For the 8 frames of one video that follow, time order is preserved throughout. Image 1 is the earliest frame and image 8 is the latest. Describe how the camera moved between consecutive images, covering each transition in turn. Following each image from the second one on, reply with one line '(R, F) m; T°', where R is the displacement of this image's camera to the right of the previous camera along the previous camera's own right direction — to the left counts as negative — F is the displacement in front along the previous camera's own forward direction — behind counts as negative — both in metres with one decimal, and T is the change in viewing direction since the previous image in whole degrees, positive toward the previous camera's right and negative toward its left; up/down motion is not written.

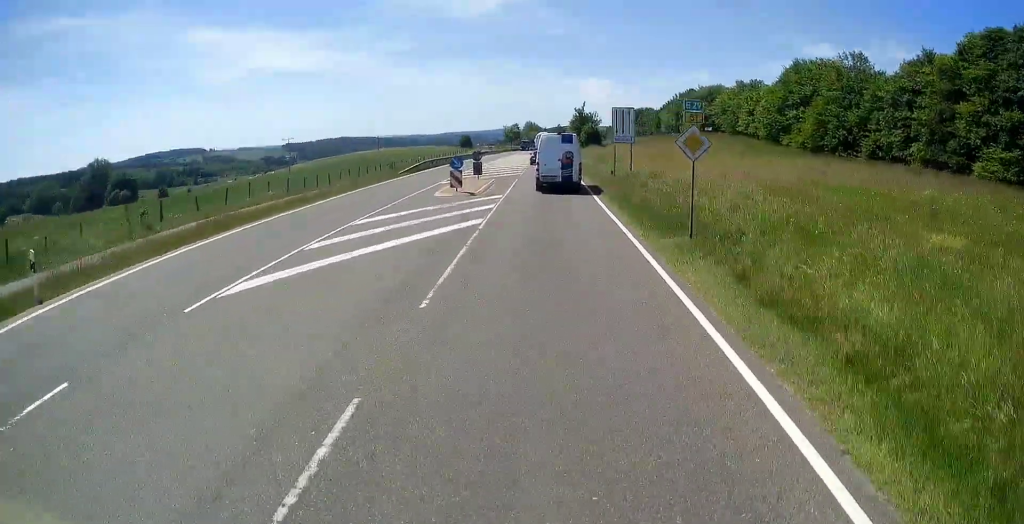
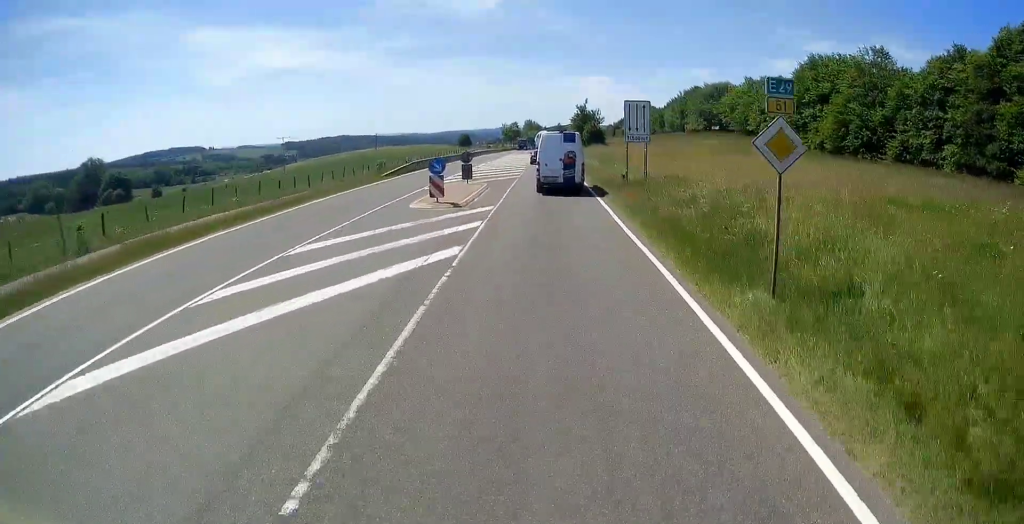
(0.0, +5.2) m; 0°
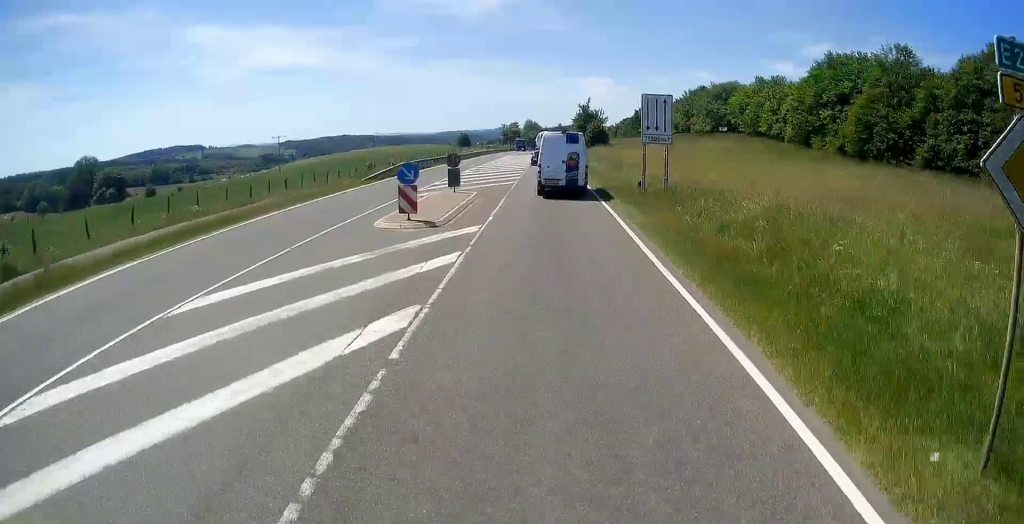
(0.0, +5.0) m; 0°
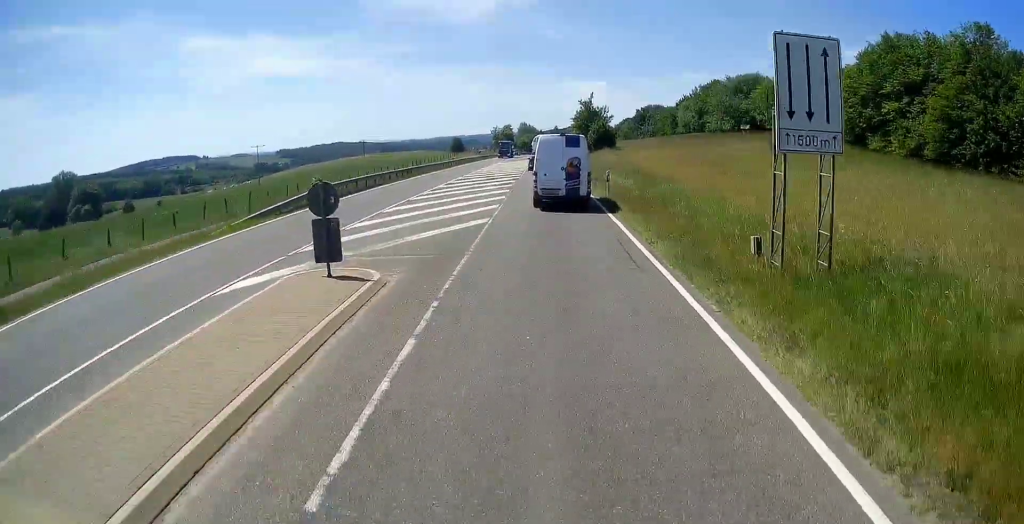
(0.0, +15.6) m; 0°
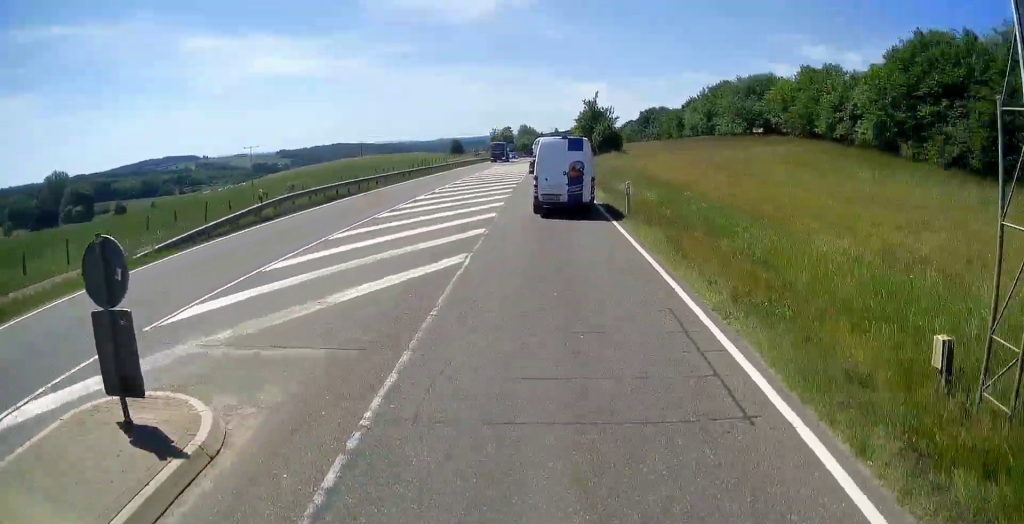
(0.0, +6.1) m; 0°
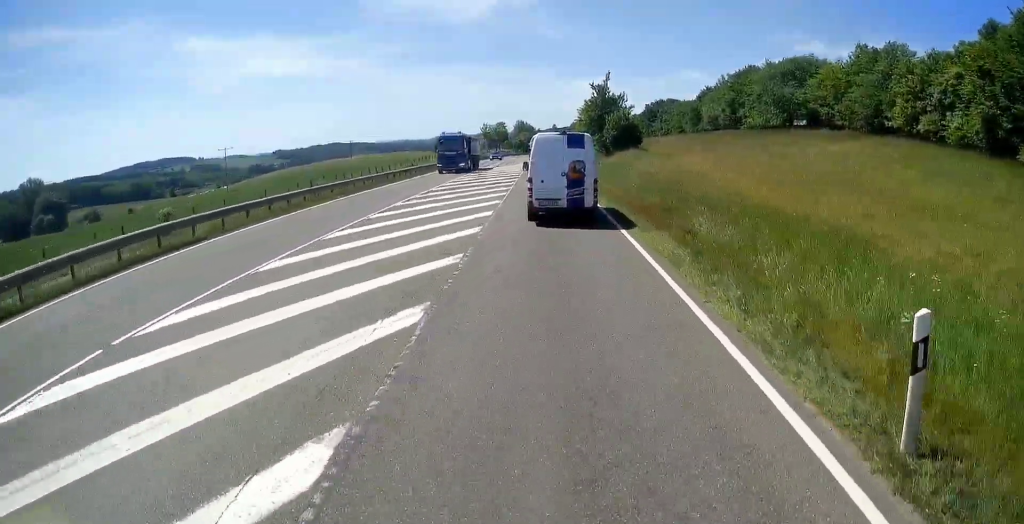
(0.0, +17.1) m; +1°
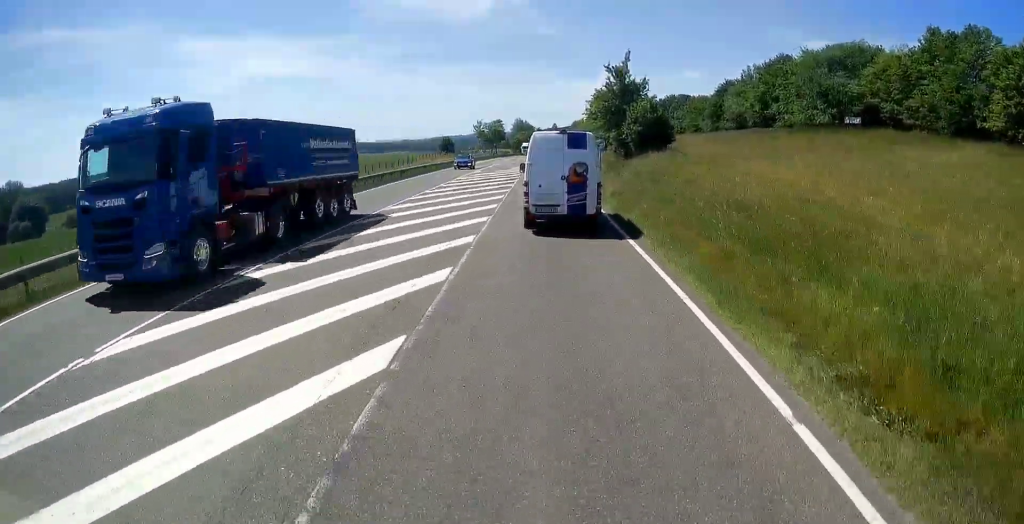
(+0.1, +14.1) m; -2°
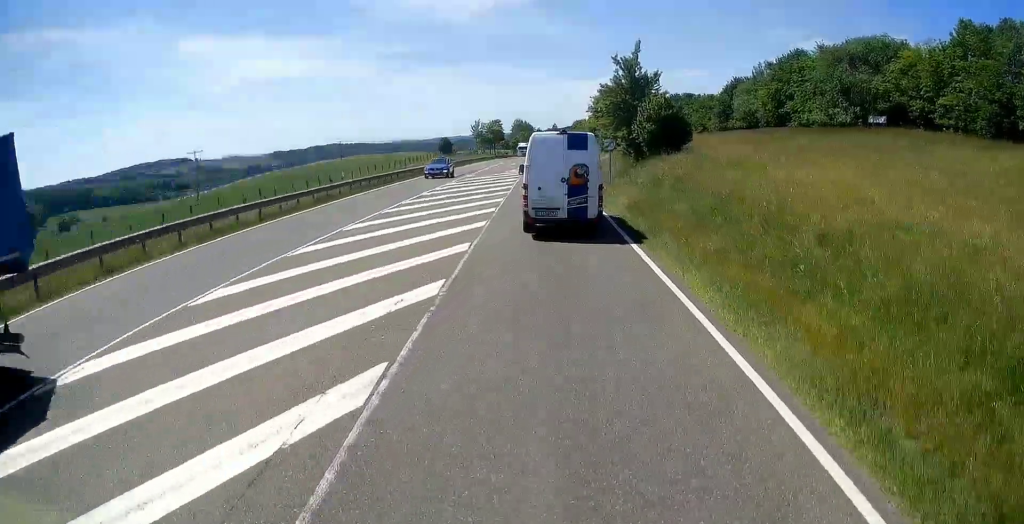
(-0.1, +5.1) m; -1°
